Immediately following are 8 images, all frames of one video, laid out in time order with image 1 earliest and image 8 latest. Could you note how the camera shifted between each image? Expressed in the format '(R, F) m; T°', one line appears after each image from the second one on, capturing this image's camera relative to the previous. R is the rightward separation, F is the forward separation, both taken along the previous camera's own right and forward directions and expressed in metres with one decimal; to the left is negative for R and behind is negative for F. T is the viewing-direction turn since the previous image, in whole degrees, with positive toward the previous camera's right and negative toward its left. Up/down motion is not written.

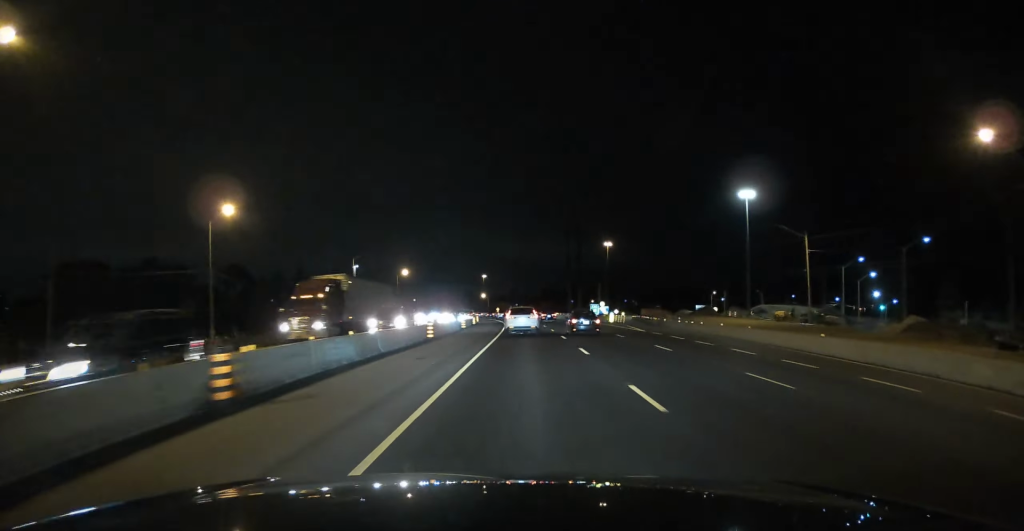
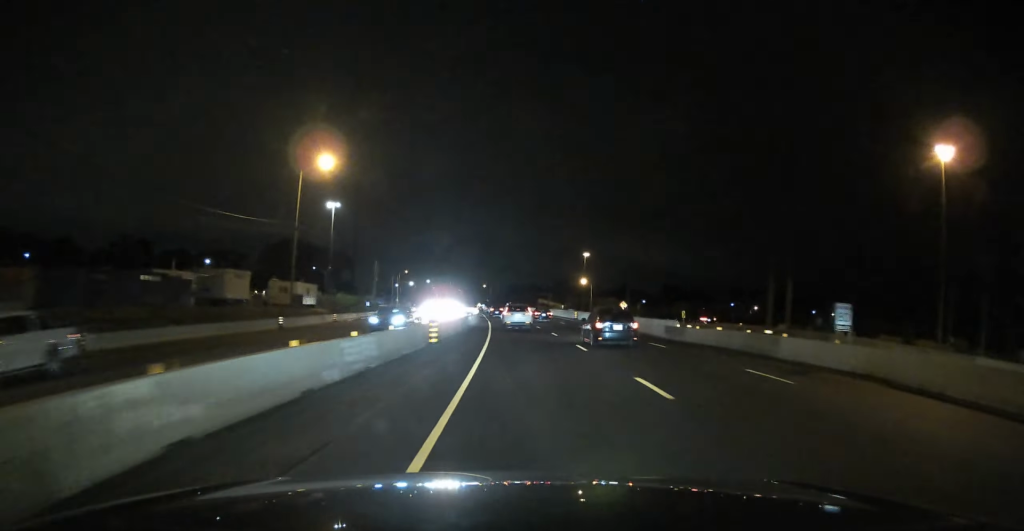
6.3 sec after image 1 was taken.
(+0.4, +130.5) m; -3°
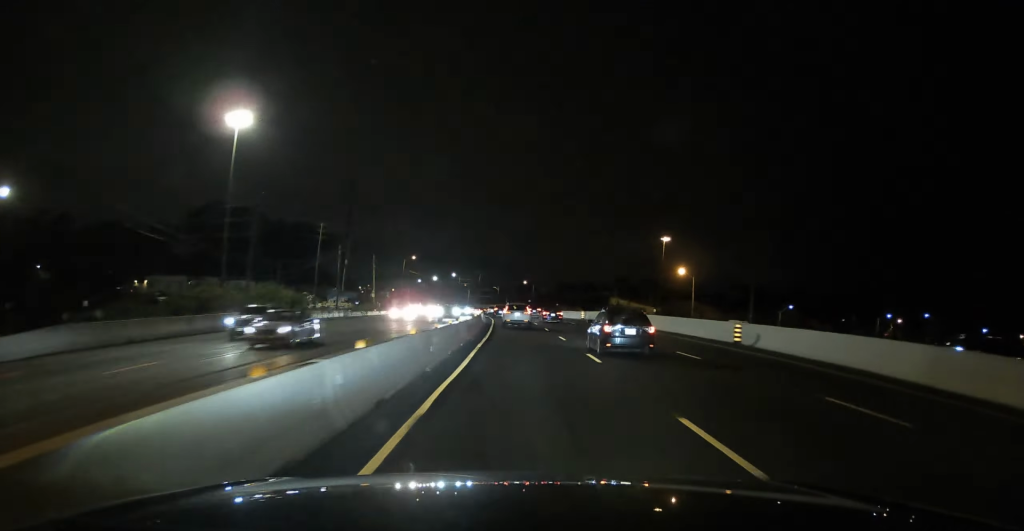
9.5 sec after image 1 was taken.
(-1.9, +77.9) m; -4°
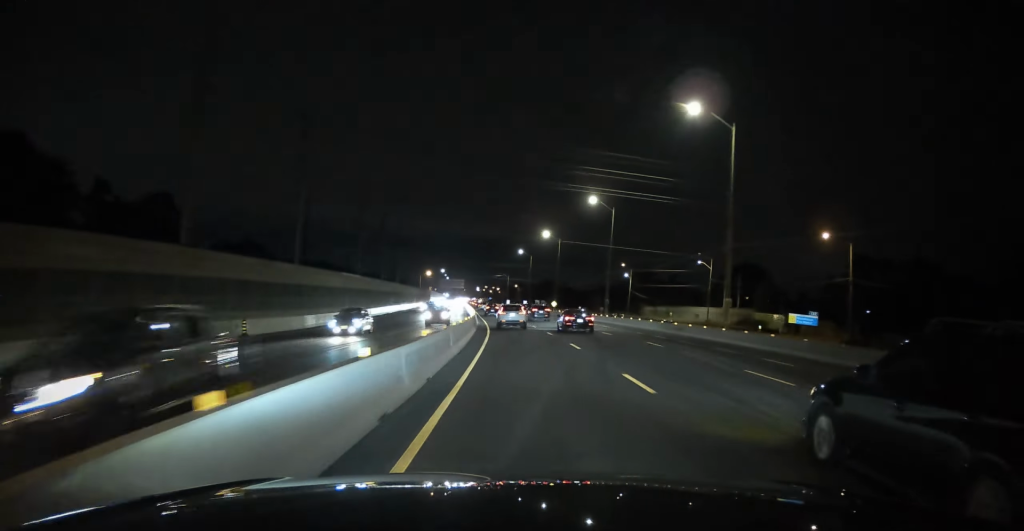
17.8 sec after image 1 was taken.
(-32.8, +307.0) m; -13°
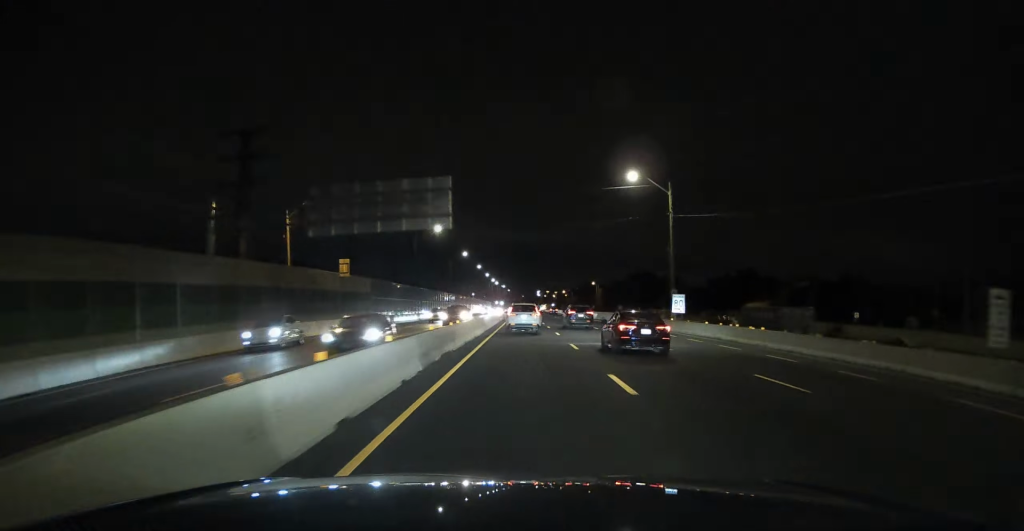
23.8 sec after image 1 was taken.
(-19.1, +216.2) m; -6°
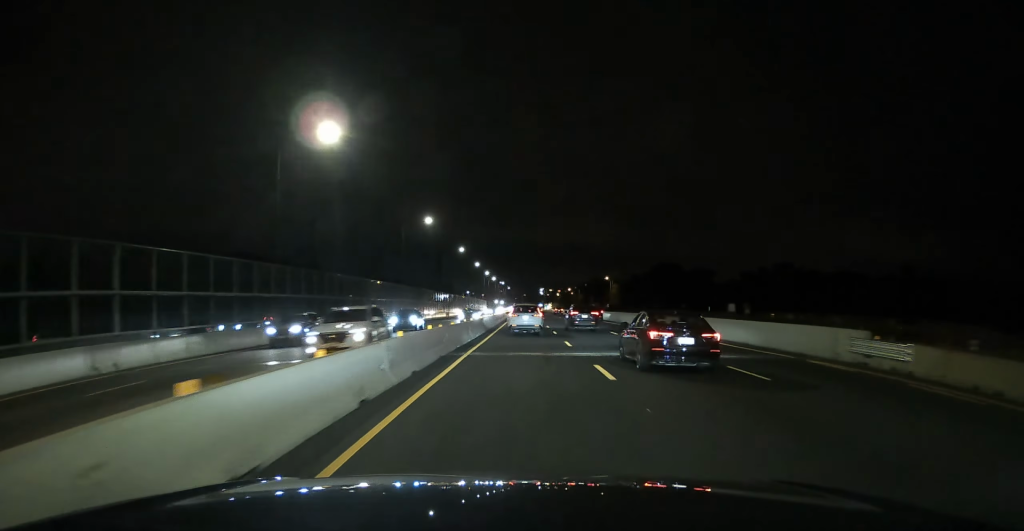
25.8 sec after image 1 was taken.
(-0.8, +58.3) m; 0°
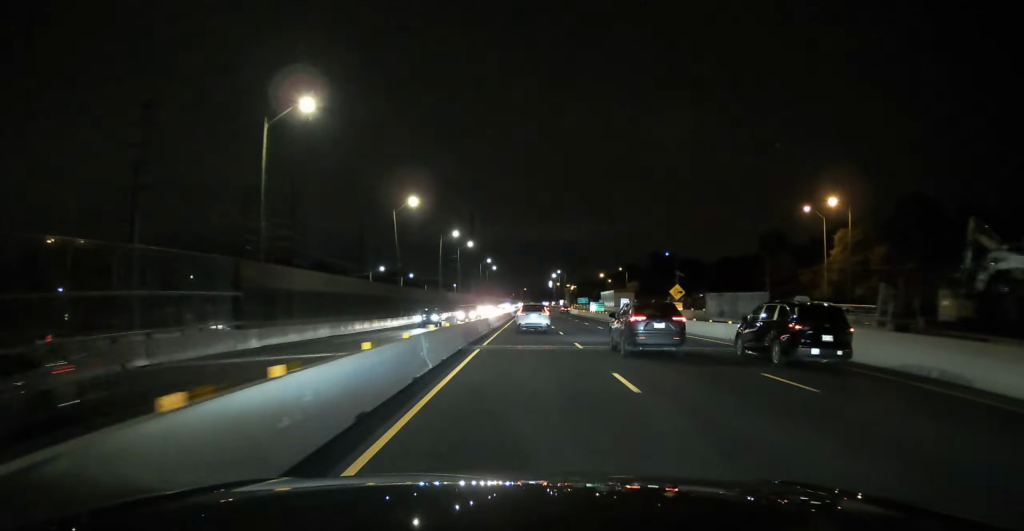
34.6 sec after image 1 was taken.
(-0.8, +256.9) m; 0°
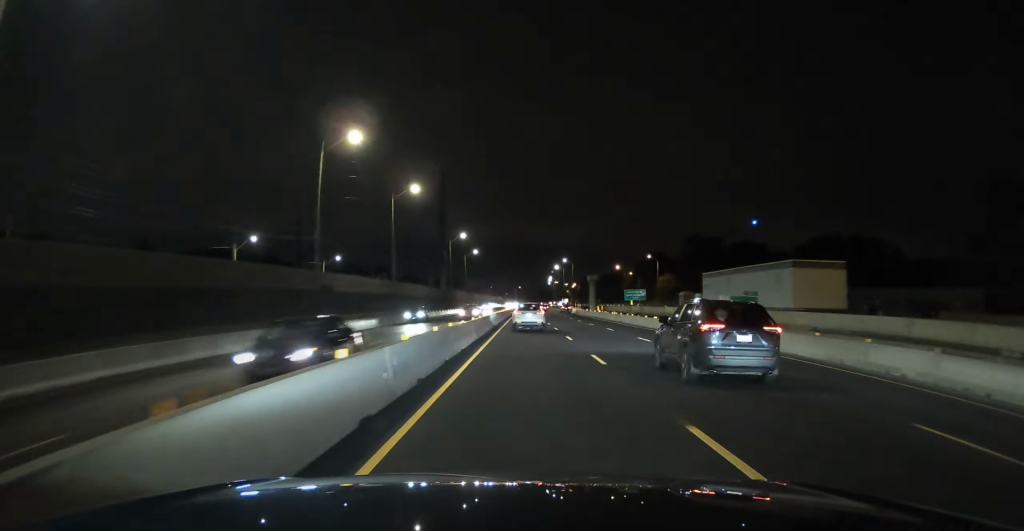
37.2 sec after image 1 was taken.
(+0.4, +79.0) m; 0°
